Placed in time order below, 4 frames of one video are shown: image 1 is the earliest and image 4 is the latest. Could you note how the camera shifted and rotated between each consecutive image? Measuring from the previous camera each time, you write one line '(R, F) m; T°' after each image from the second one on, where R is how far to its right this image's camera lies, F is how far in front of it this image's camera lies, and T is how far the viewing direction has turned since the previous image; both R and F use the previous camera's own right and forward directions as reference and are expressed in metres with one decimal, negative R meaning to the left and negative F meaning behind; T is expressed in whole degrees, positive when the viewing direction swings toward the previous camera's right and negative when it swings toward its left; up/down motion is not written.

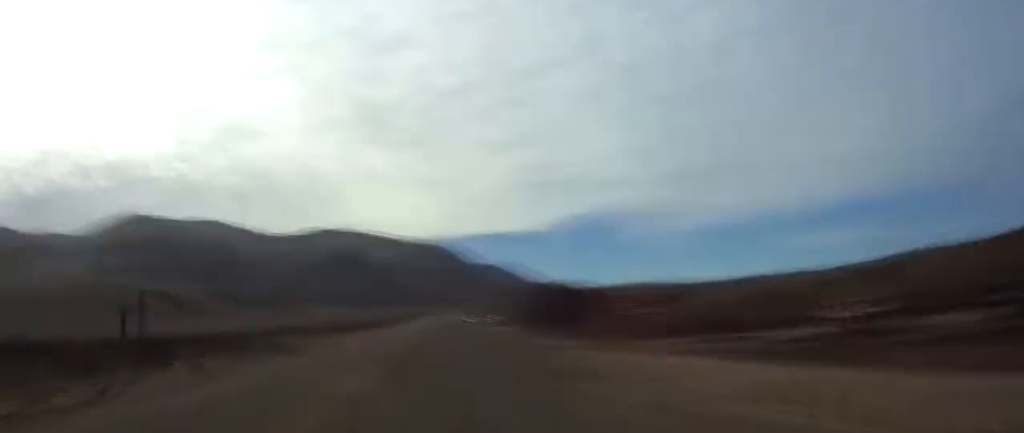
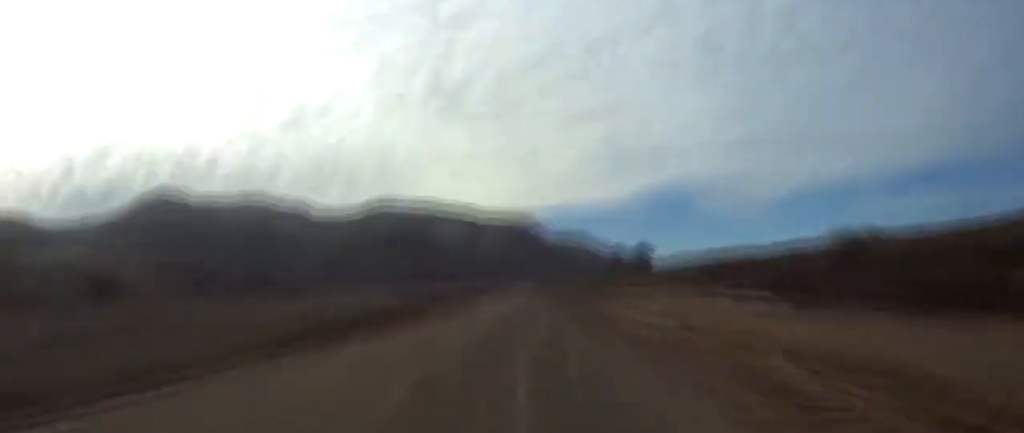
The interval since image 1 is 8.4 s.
(+0.7, +172.6) m; 0°
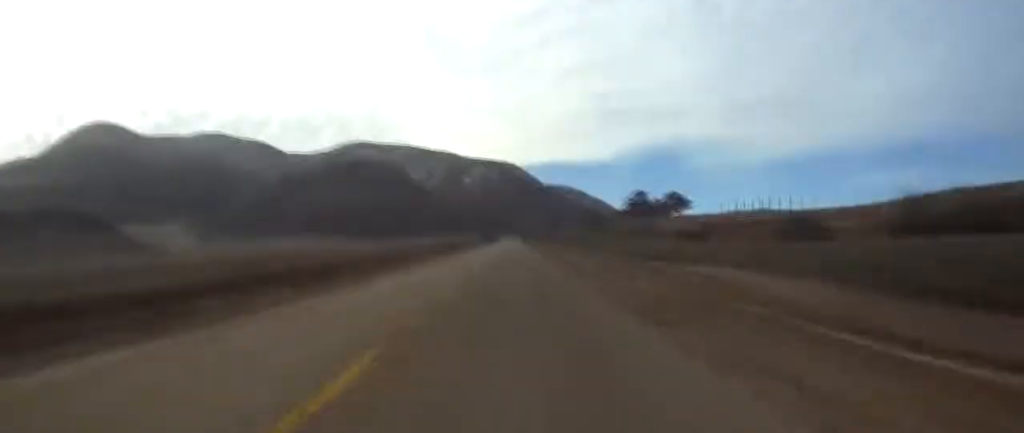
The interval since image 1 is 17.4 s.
(-0.2, +186.0) m; 0°
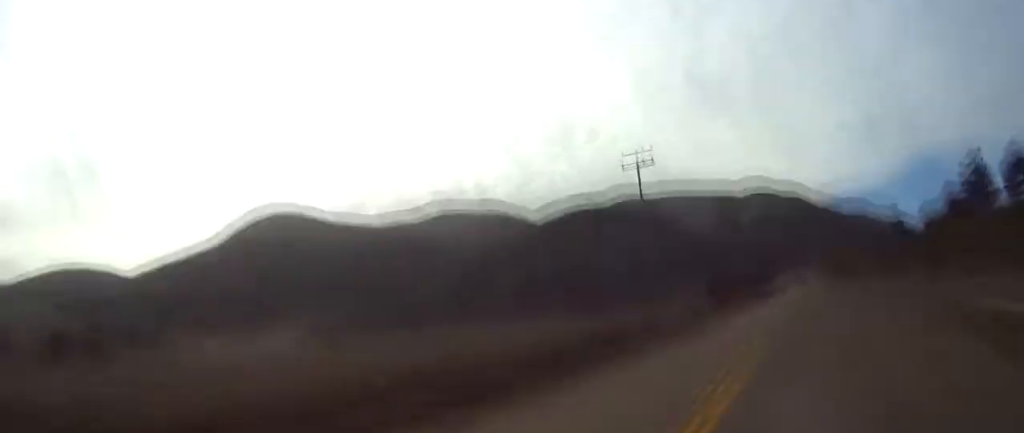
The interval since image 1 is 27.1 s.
(-1.3, +199.2) m; -1°
